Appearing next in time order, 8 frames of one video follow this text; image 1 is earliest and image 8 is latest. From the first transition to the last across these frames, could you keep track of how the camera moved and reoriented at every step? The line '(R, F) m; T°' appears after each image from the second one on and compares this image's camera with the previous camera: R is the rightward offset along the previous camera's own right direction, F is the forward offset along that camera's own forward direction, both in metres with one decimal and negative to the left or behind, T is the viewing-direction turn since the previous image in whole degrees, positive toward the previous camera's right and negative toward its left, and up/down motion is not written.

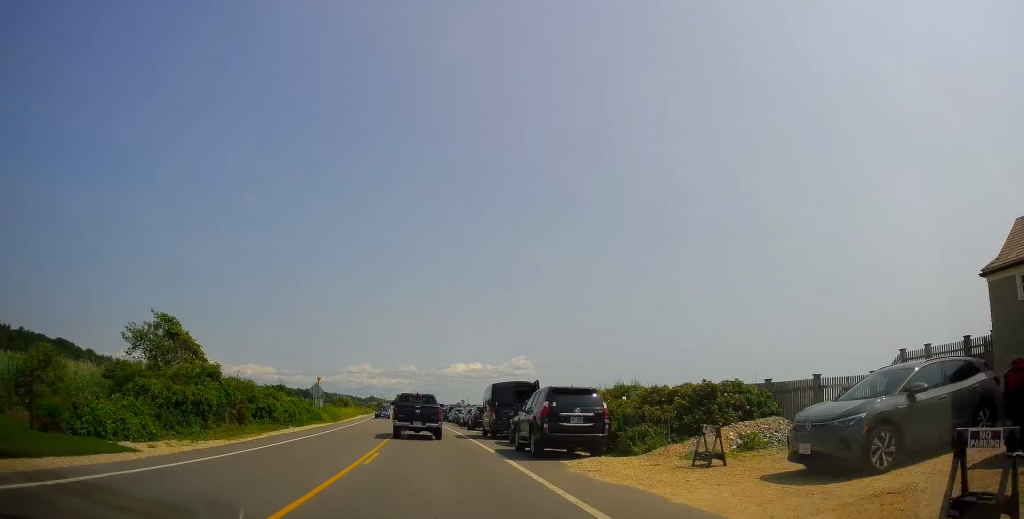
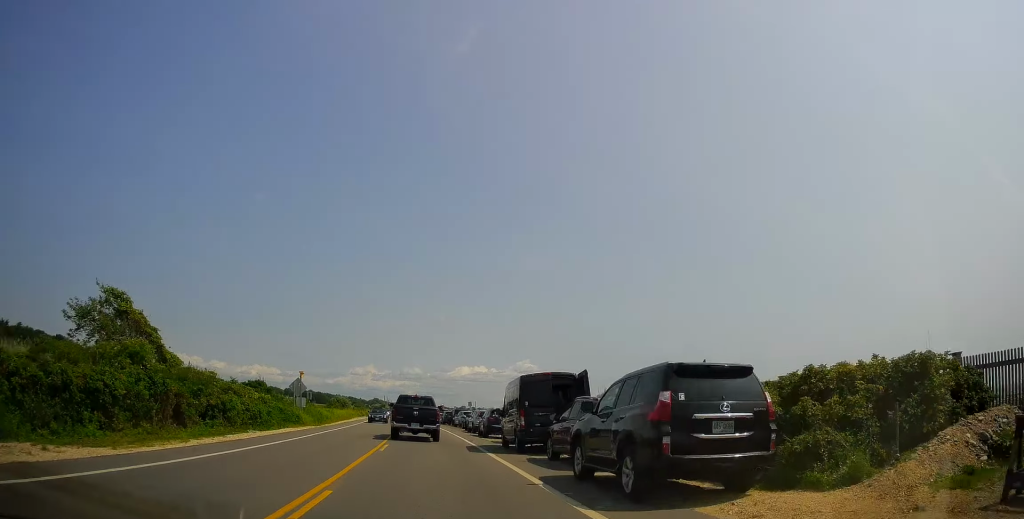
(+0.1, +7.7) m; +1°
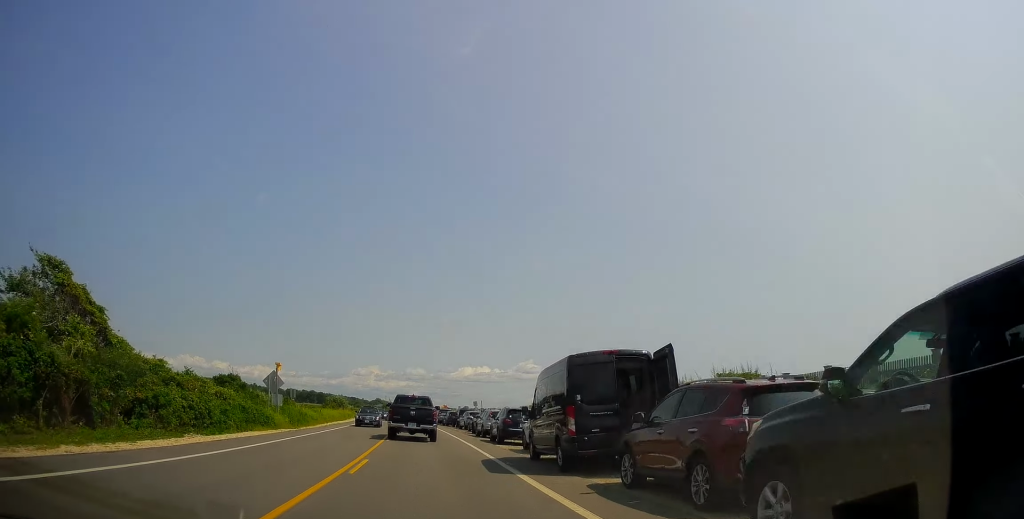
(0.0, +6.5) m; +1°
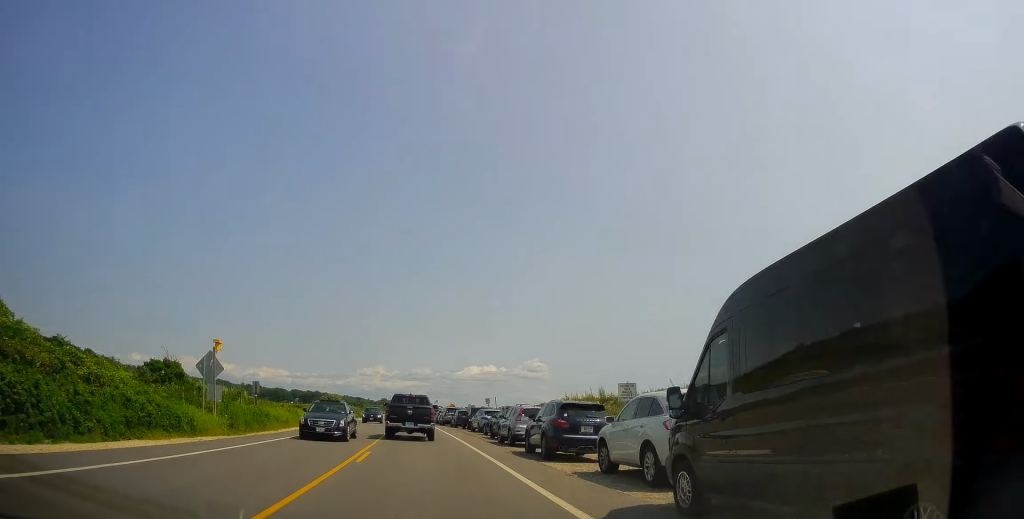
(+0.4, +10.2) m; -2°
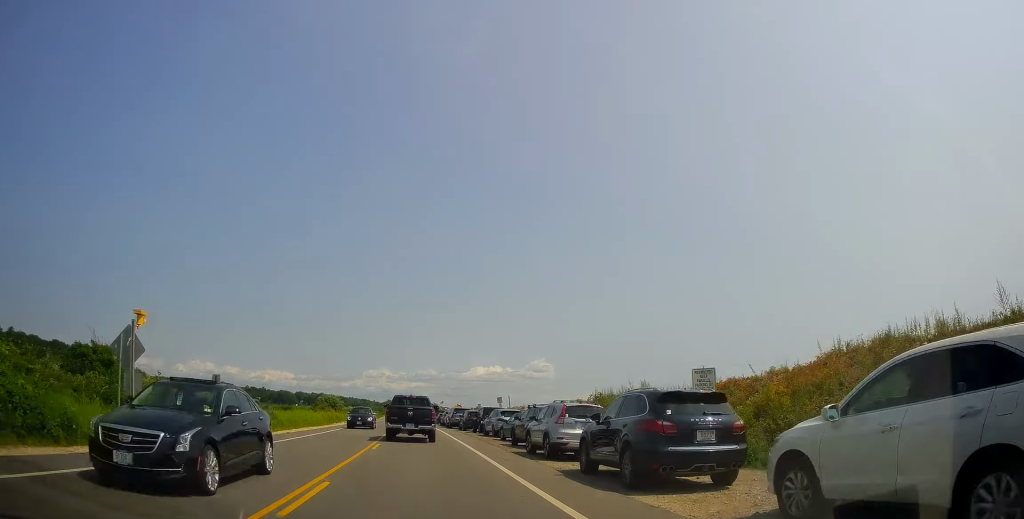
(-0.4, +6.9) m; -1°
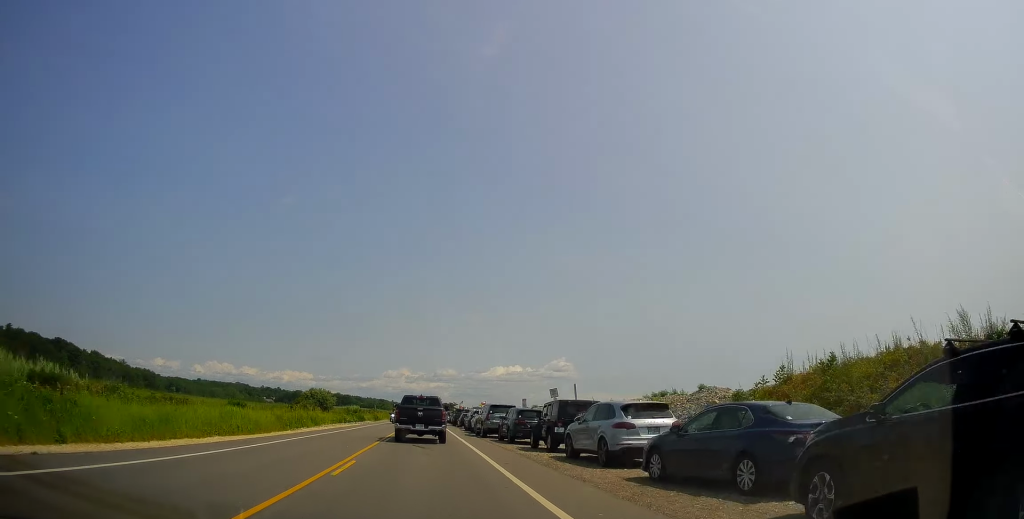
(-0.1, +20.0) m; -1°
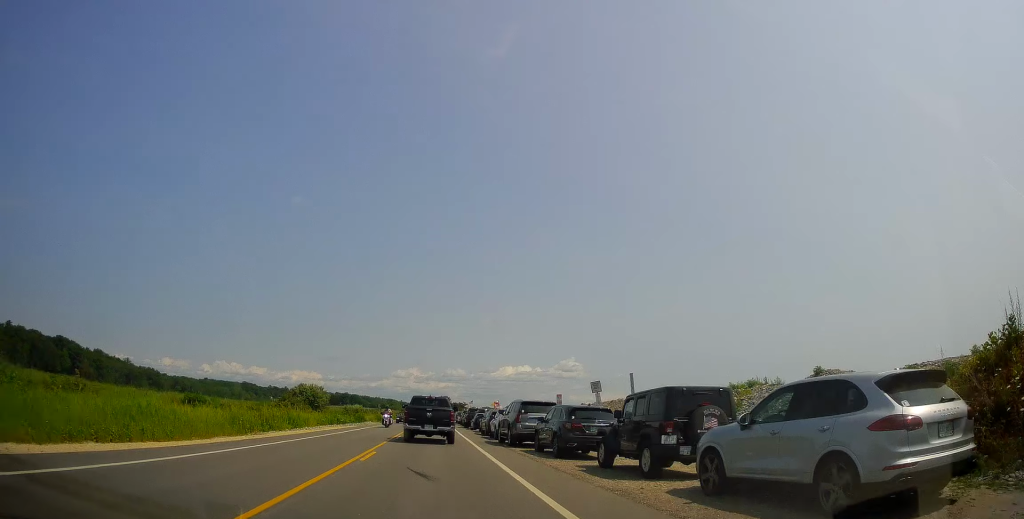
(-0.2, +9.0) m; -3°
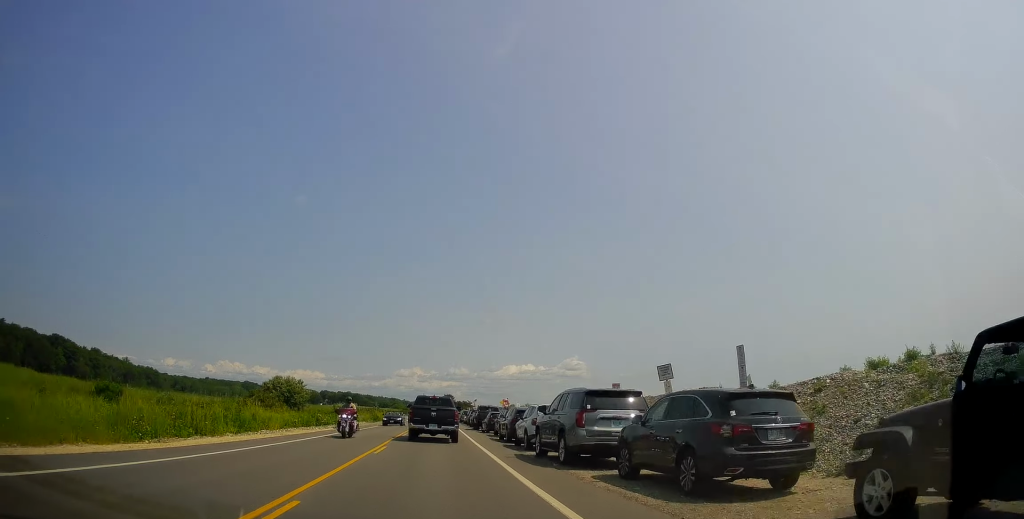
(-0.3, +10.0) m; -1°
